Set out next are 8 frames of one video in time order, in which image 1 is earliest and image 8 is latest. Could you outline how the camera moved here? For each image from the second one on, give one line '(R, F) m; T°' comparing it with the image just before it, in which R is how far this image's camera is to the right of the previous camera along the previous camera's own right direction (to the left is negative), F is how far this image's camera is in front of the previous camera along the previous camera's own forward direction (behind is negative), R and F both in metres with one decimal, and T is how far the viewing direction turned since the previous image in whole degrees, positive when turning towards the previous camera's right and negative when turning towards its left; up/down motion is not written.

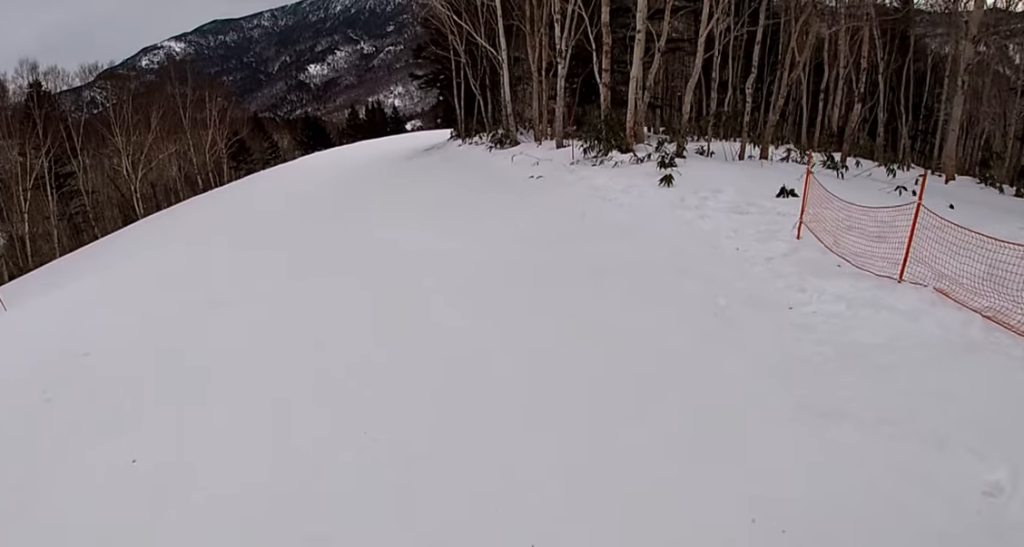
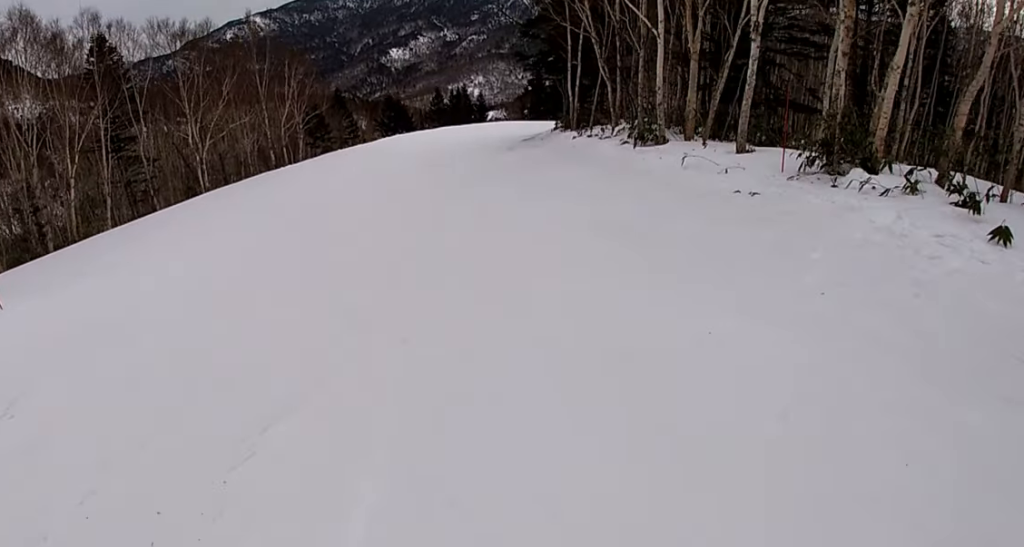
(+0.6, +5.6) m; +18°
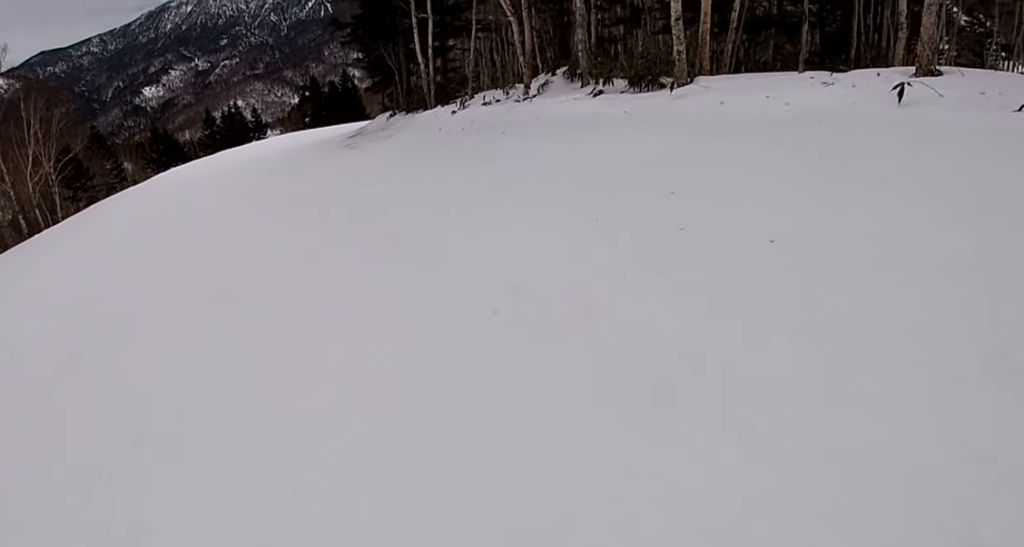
(+3.4, +9.1) m; +29°
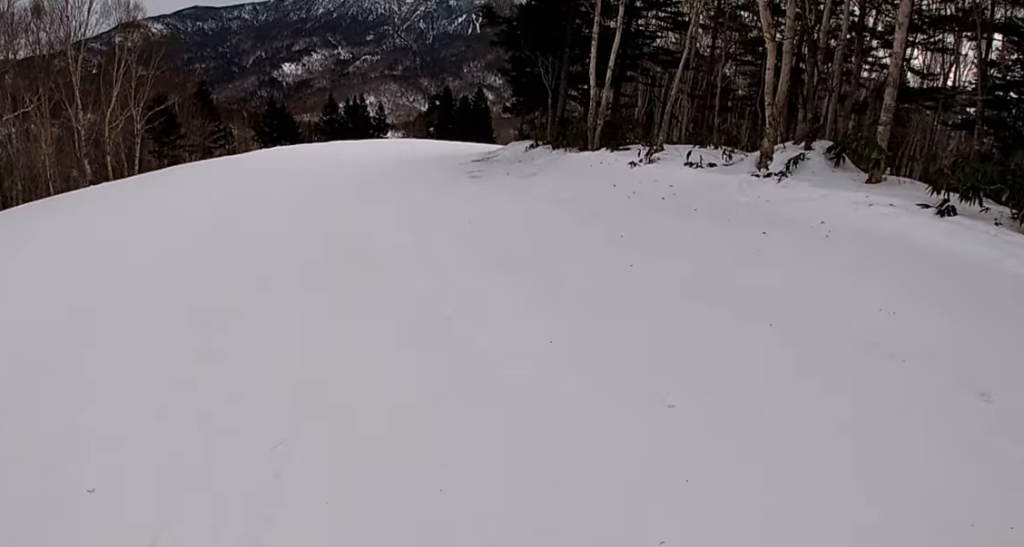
(+0.2, +6.6) m; -5°
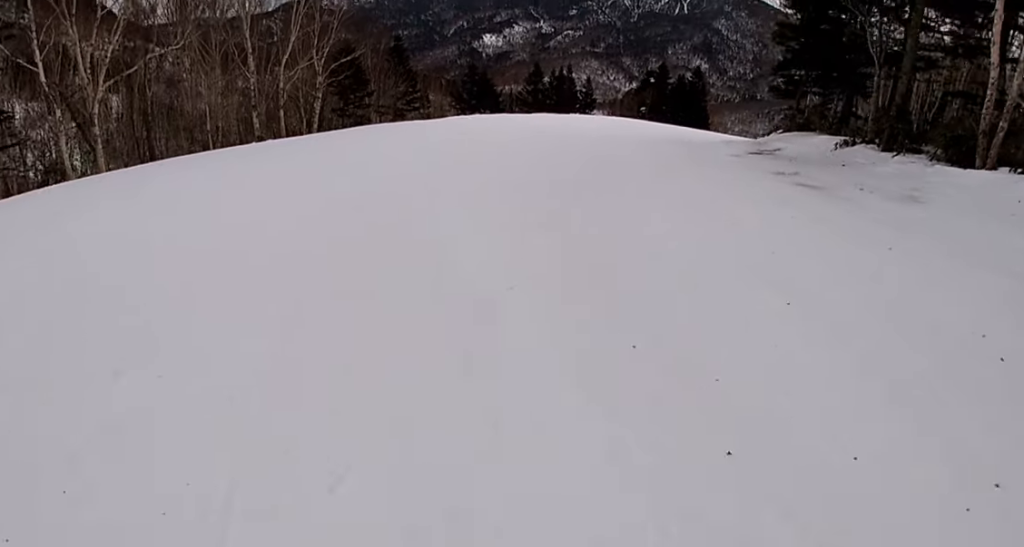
(-0.8, +6.8) m; -1°
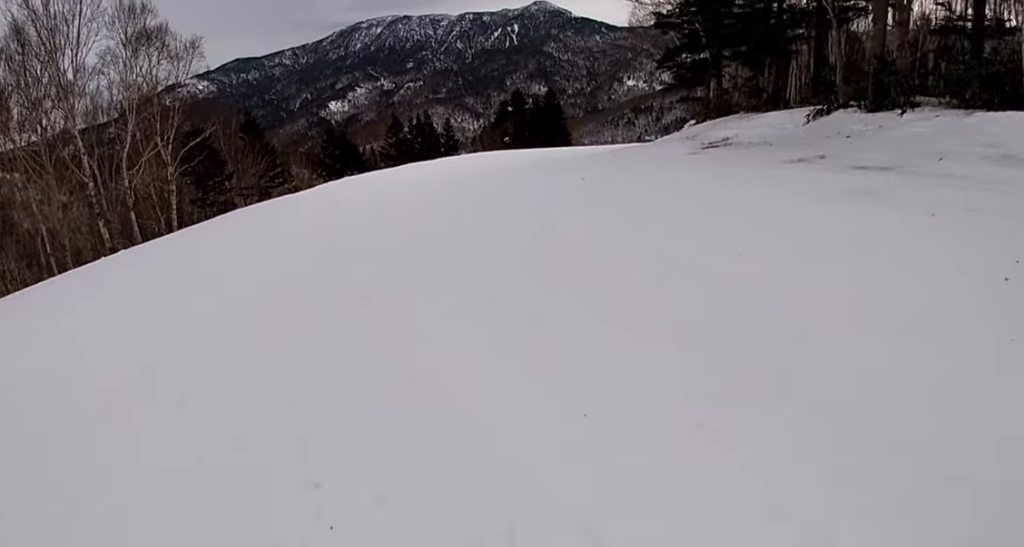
(+0.2, +4.0) m; +5°
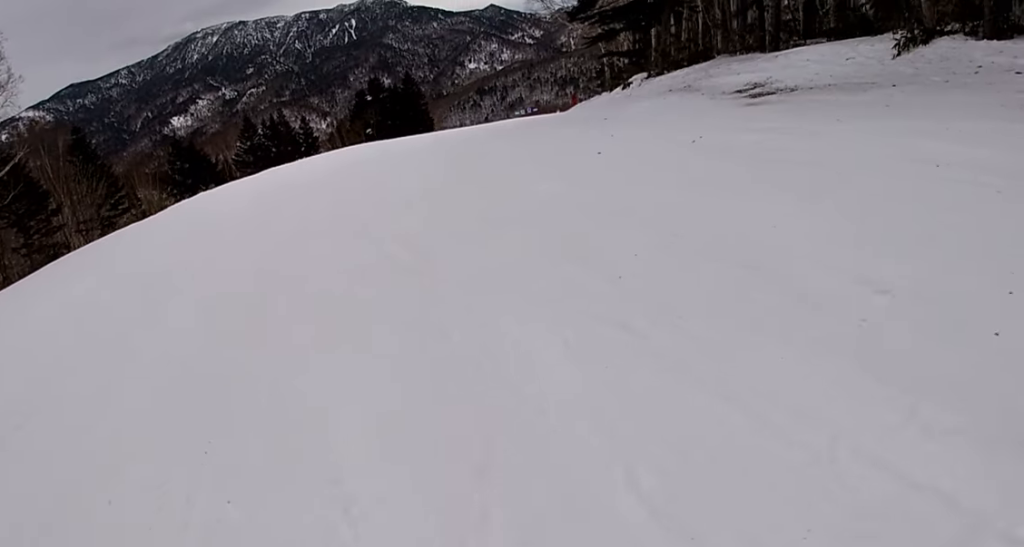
(+0.7, +5.8) m; +7°
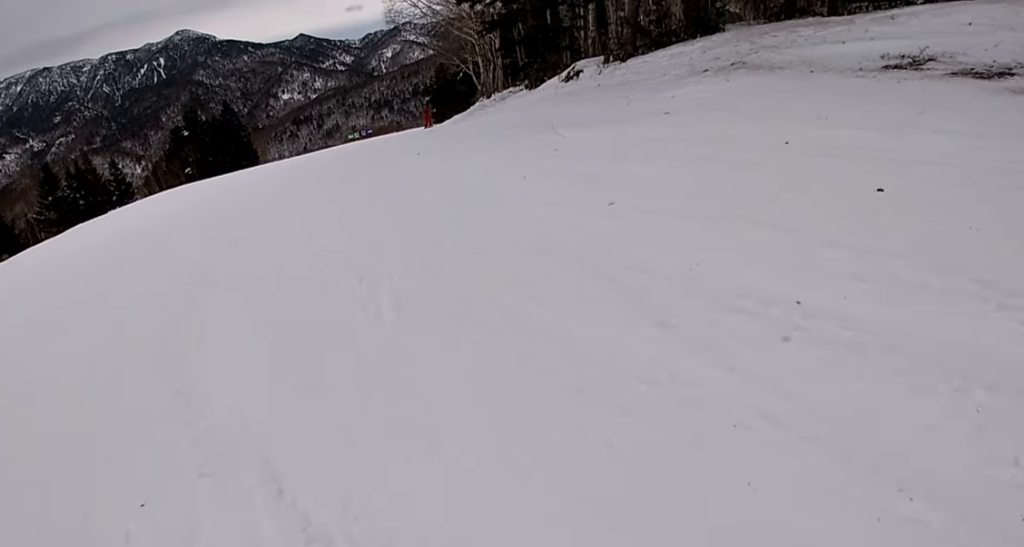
(0.0, +6.8) m; +4°
